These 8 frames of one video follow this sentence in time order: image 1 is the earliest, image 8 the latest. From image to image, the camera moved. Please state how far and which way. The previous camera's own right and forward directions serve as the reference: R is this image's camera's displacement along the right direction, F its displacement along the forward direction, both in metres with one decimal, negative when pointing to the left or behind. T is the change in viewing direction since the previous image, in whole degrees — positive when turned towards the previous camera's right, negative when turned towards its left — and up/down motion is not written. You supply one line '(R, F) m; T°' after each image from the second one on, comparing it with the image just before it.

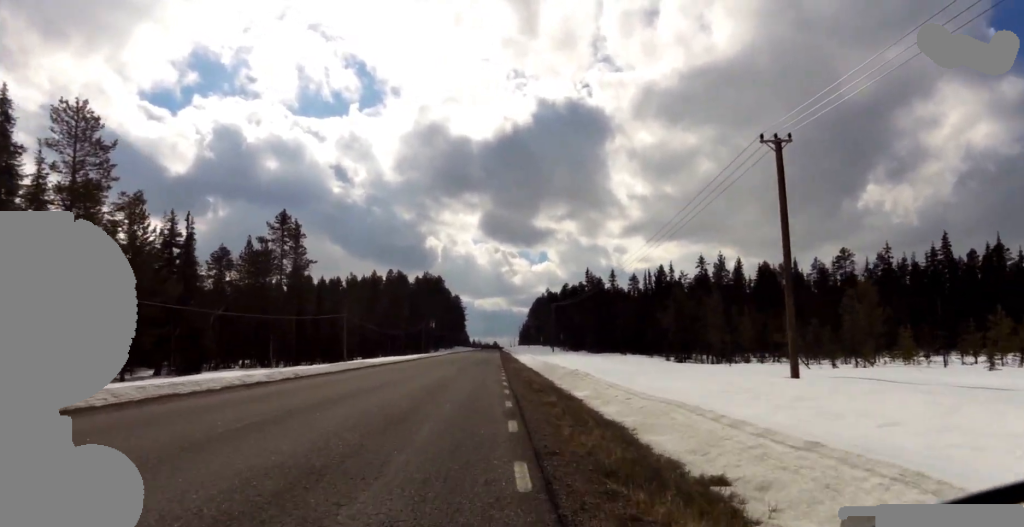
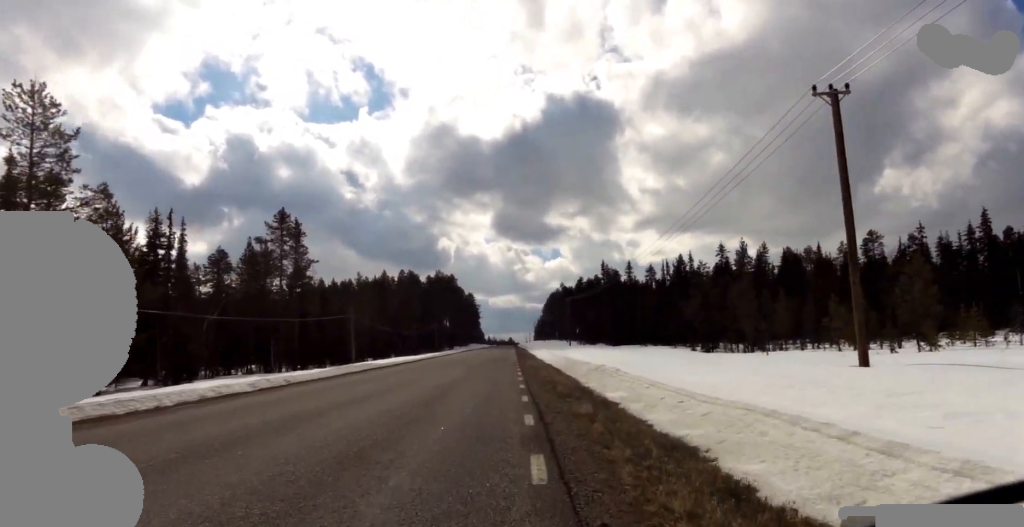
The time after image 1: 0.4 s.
(+0.2, +3.0) m; 0°
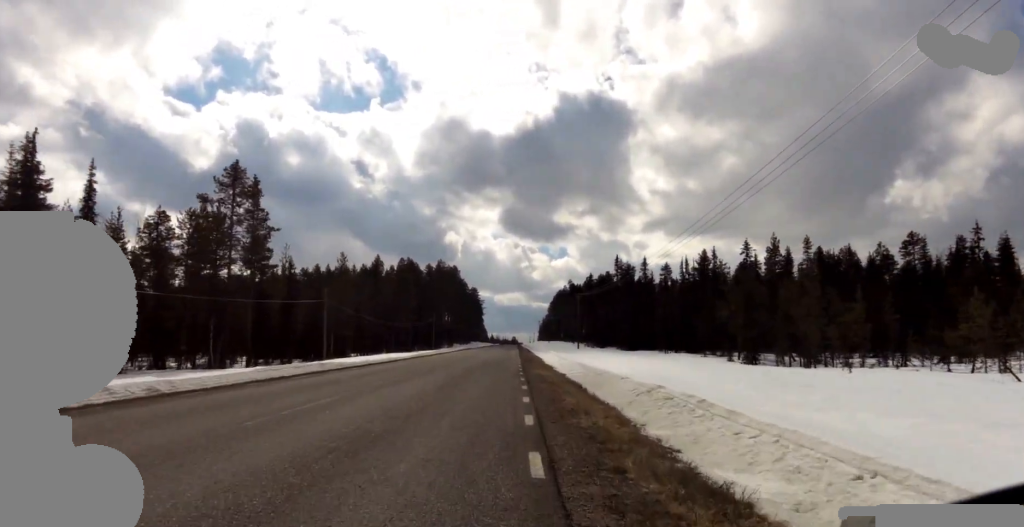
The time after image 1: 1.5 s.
(+0.1, +8.4) m; -4°
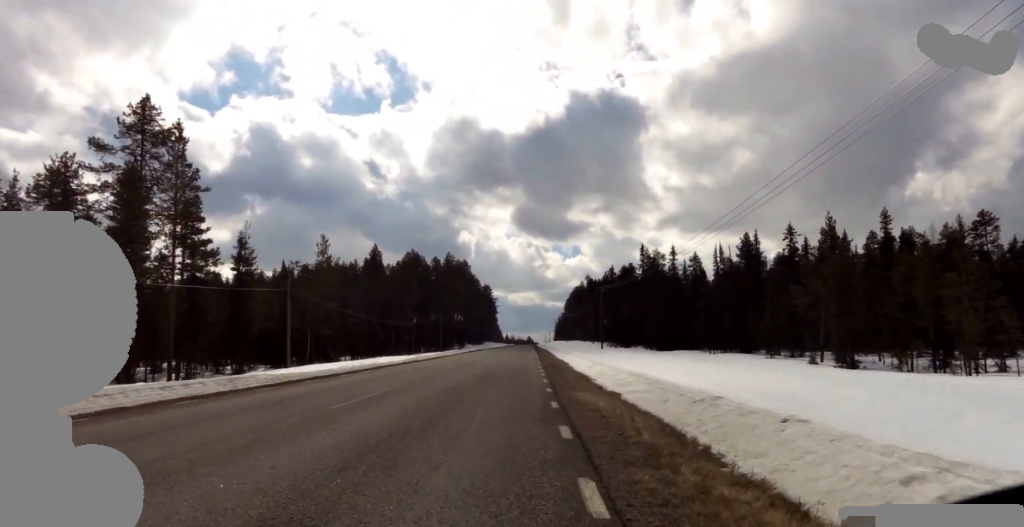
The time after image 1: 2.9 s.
(-0.8, +10.1) m; -4°
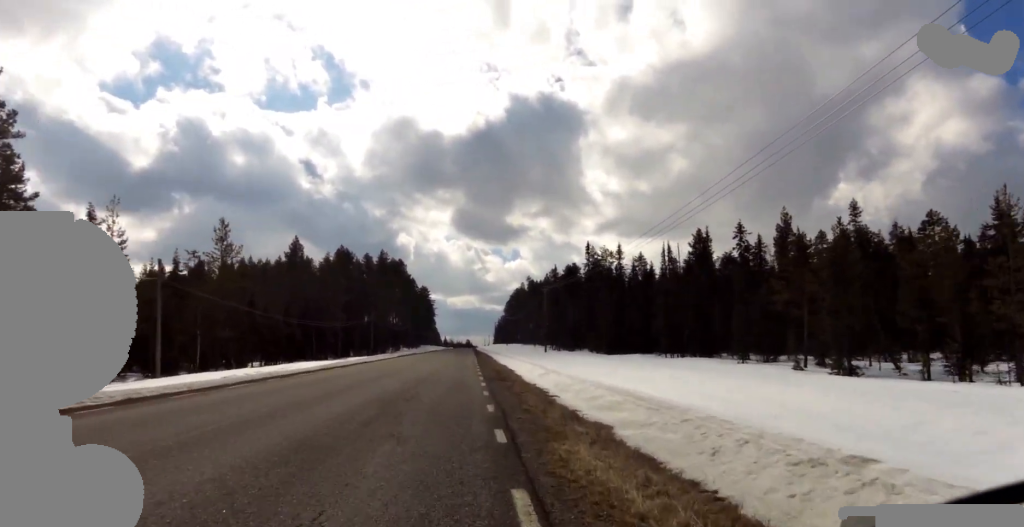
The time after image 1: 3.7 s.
(+0.2, +6.3) m; +2°
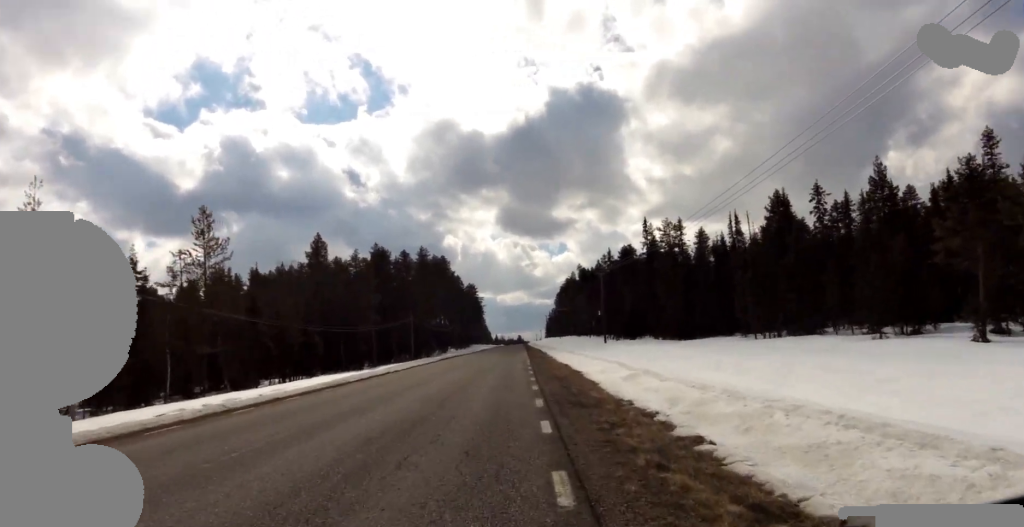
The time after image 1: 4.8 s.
(+0.2, +8.7) m; -1°
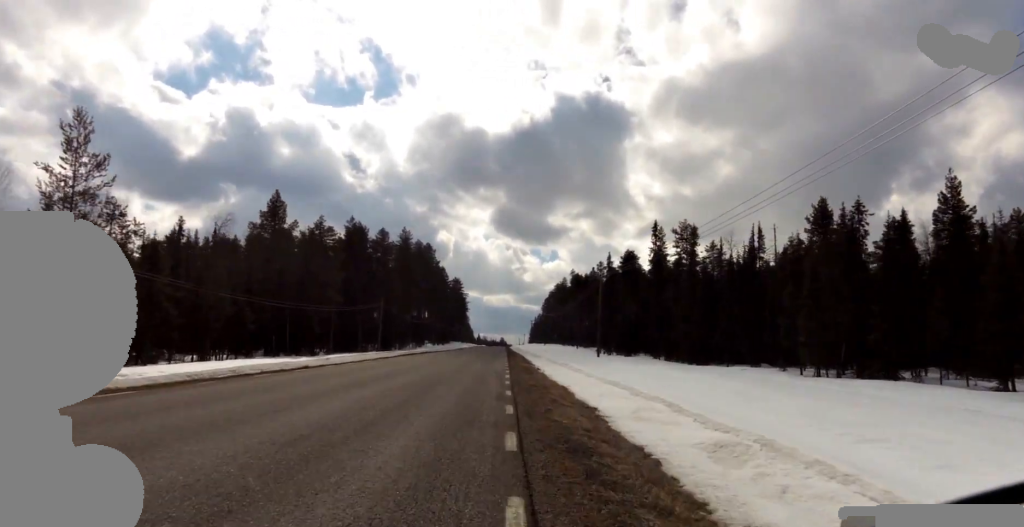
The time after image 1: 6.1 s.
(-0.4, +10.0) m; -1°
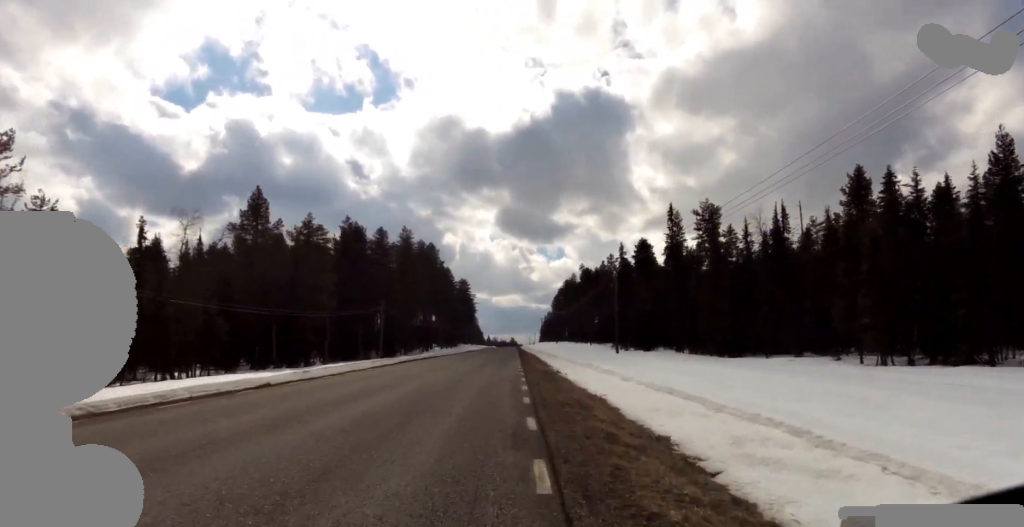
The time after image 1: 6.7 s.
(+0.2, +5.0) m; 0°
